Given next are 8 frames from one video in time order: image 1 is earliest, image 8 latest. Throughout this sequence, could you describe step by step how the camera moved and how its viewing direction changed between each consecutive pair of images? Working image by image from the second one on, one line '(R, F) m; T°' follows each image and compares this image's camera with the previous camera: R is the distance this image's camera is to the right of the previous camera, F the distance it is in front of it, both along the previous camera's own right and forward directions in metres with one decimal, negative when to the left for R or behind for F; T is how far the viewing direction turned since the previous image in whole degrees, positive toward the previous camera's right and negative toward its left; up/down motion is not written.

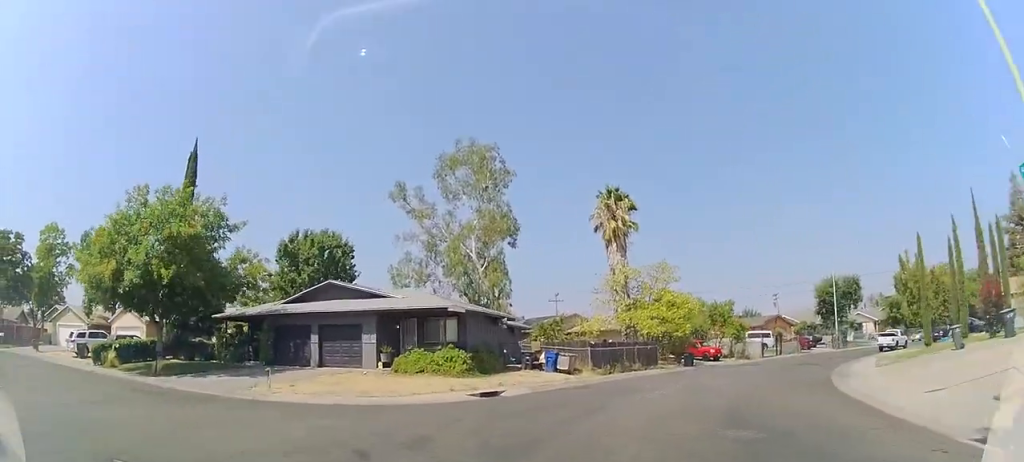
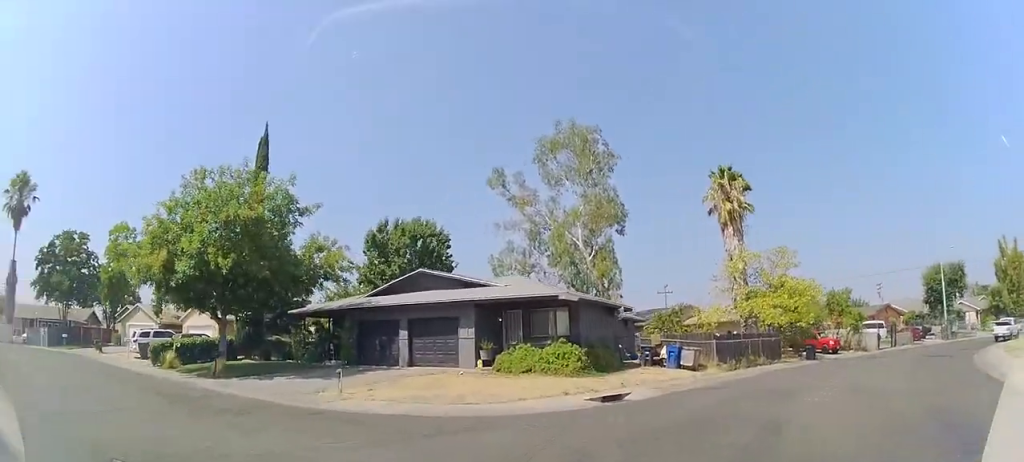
(-0.1, +3.6) m; -8°
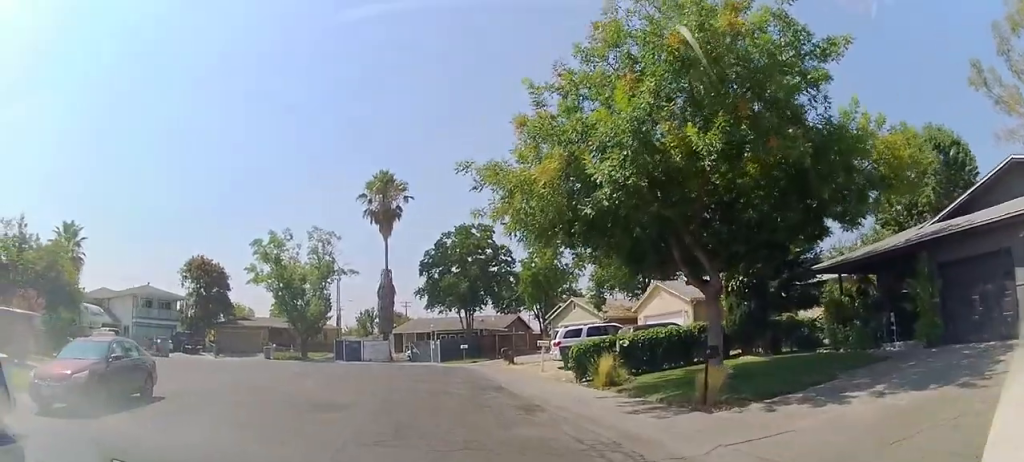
(-5.0, +10.6) m; -45°
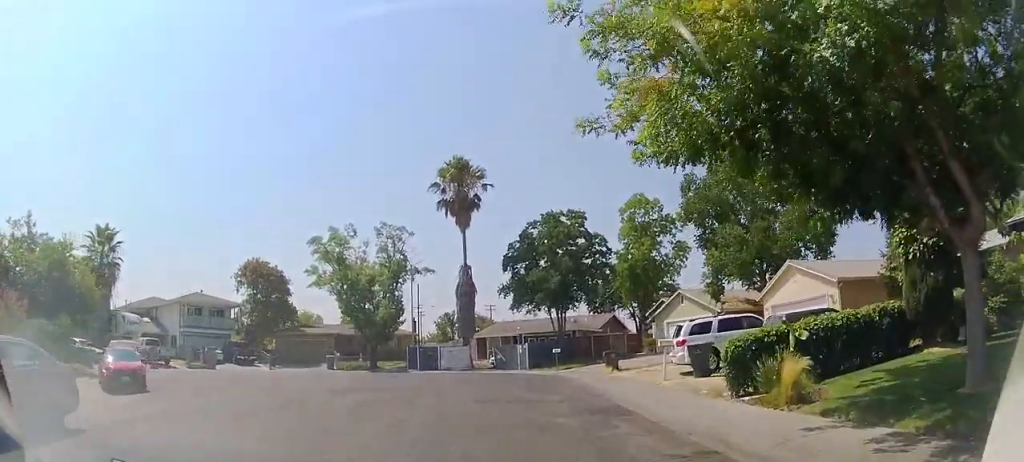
(-0.3, +5.5) m; -8°
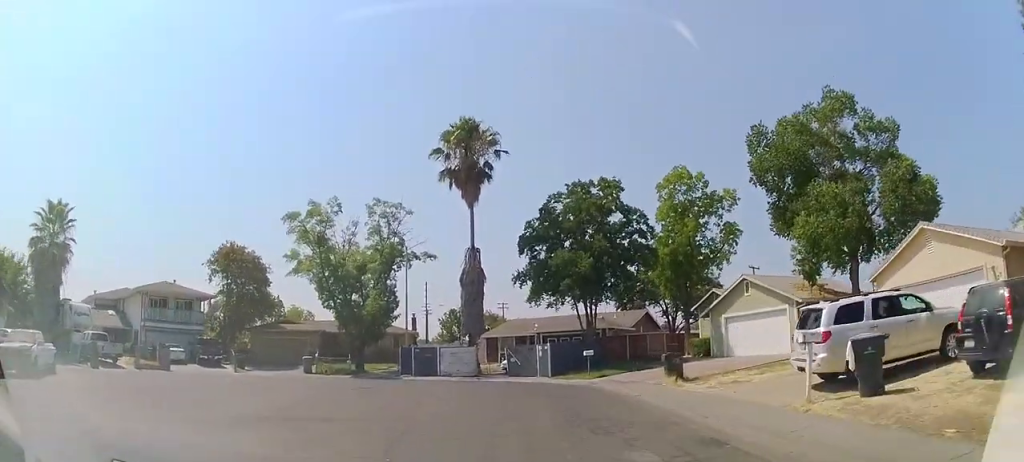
(-0.9, +8.1) m; -7°
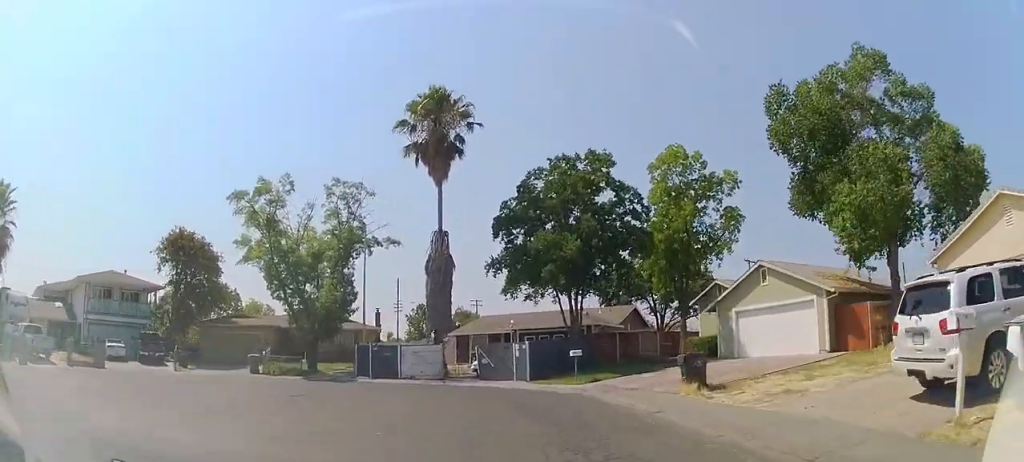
(-0.1, +4.8) m; 0°
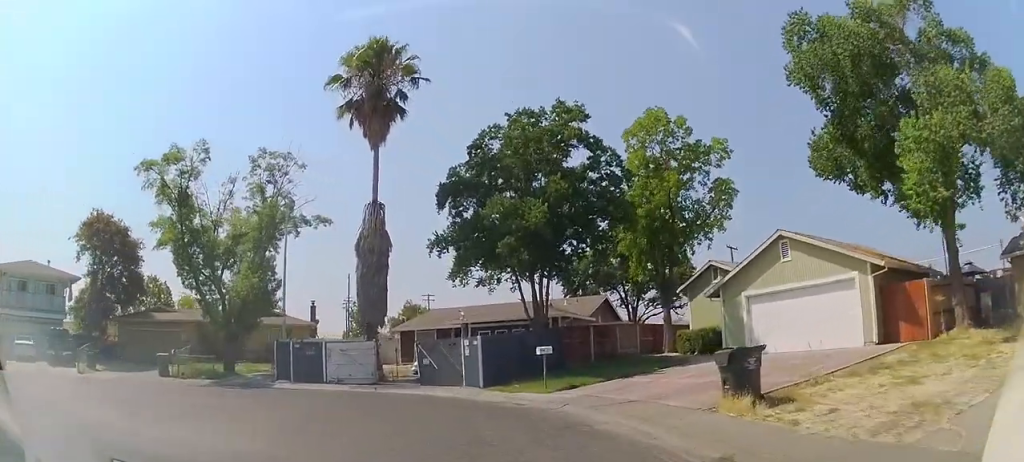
(+0.1, +5.7) m; +1°
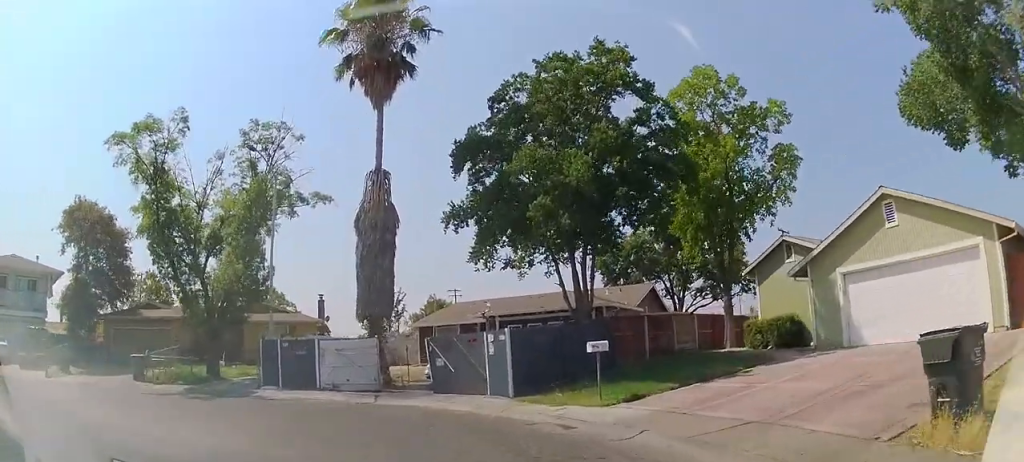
(0.0, +4.8) m; -1°
